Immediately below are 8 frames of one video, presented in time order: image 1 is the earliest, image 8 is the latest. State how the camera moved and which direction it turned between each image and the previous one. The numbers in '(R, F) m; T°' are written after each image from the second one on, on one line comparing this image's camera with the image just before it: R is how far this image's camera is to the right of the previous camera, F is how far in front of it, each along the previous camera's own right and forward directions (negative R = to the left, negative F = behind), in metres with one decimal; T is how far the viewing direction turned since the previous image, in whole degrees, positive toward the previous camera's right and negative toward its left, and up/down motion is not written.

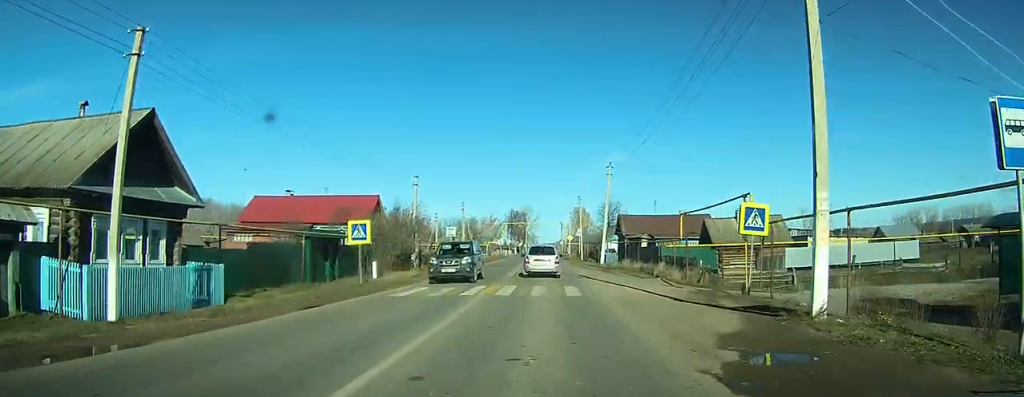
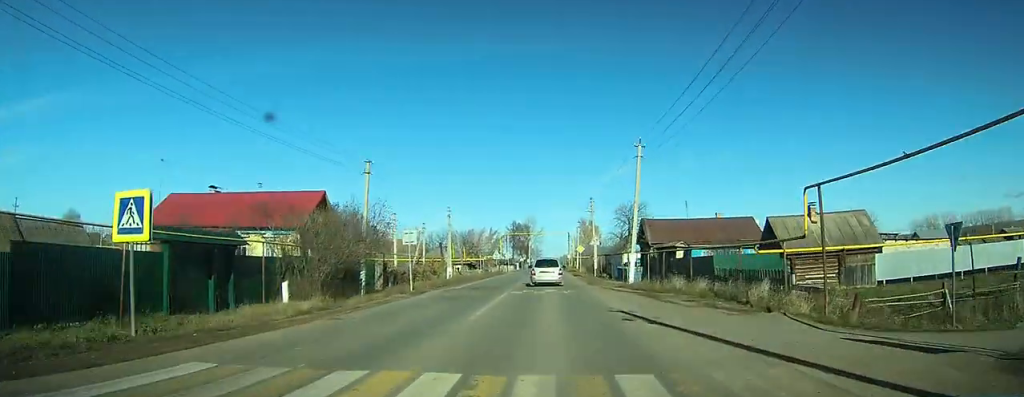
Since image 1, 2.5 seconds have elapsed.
(-0.1, +16.3) m; 0°
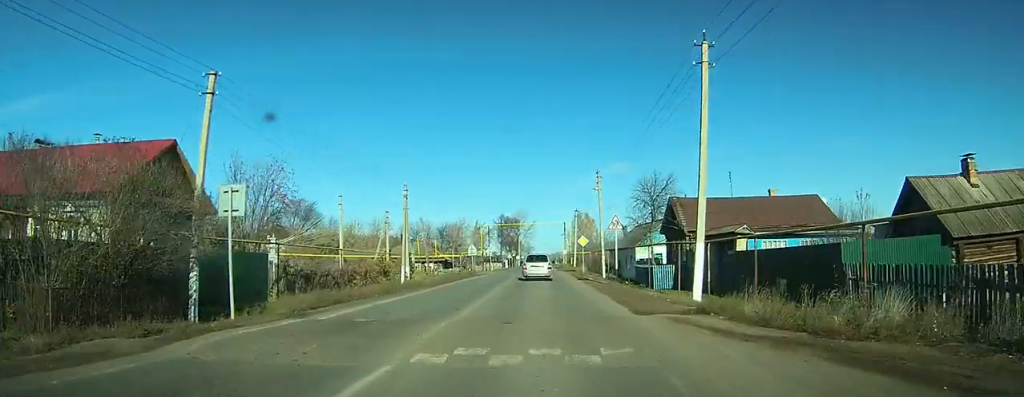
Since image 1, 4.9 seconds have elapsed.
(+0.1, +14.0) m; 0°
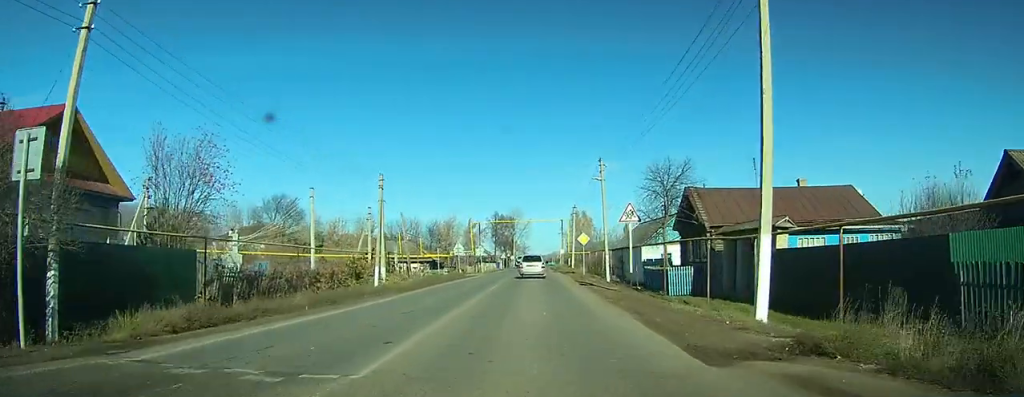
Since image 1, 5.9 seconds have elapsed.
(0.0, +6.0) m; 0°
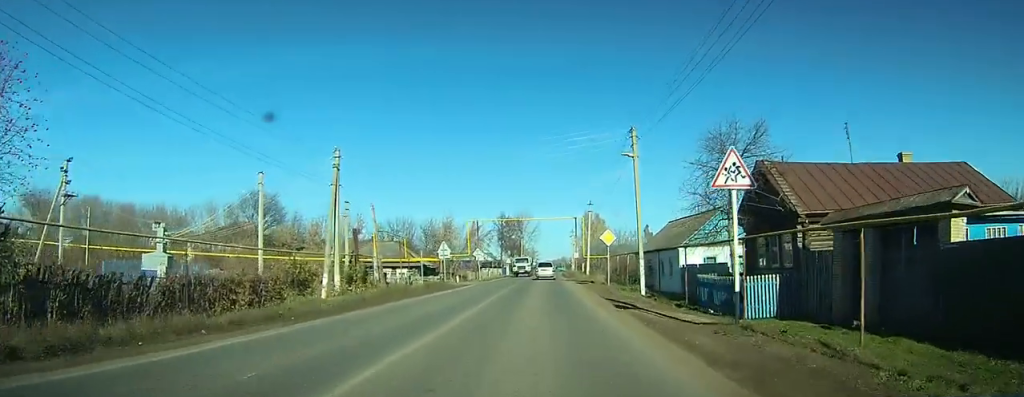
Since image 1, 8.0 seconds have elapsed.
(0.0, +13.5) m; 0°
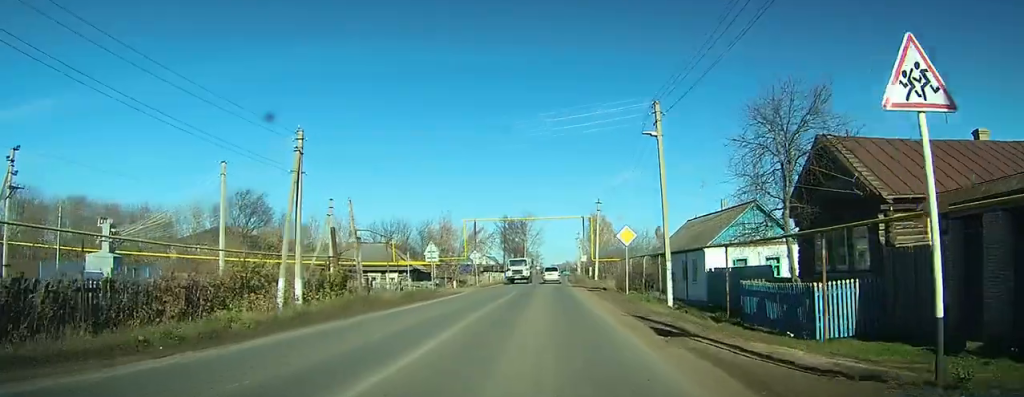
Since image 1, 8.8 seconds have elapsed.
(0.0, +5.8) m; 0°
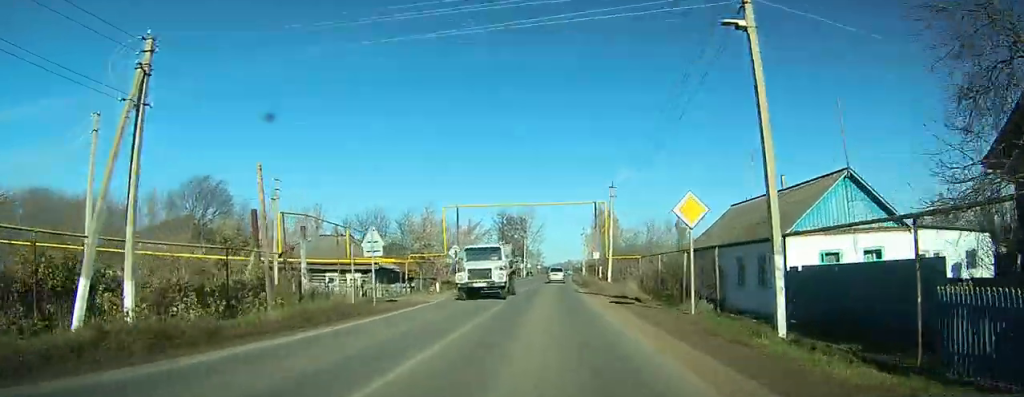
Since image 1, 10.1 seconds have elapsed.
(0.0, +9.9) m; 0°
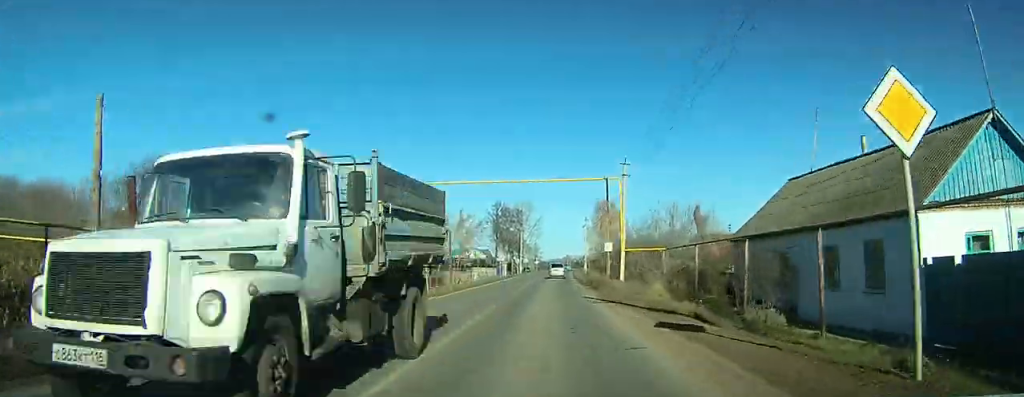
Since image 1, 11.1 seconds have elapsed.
(0.0, +8.2) m; 0°
